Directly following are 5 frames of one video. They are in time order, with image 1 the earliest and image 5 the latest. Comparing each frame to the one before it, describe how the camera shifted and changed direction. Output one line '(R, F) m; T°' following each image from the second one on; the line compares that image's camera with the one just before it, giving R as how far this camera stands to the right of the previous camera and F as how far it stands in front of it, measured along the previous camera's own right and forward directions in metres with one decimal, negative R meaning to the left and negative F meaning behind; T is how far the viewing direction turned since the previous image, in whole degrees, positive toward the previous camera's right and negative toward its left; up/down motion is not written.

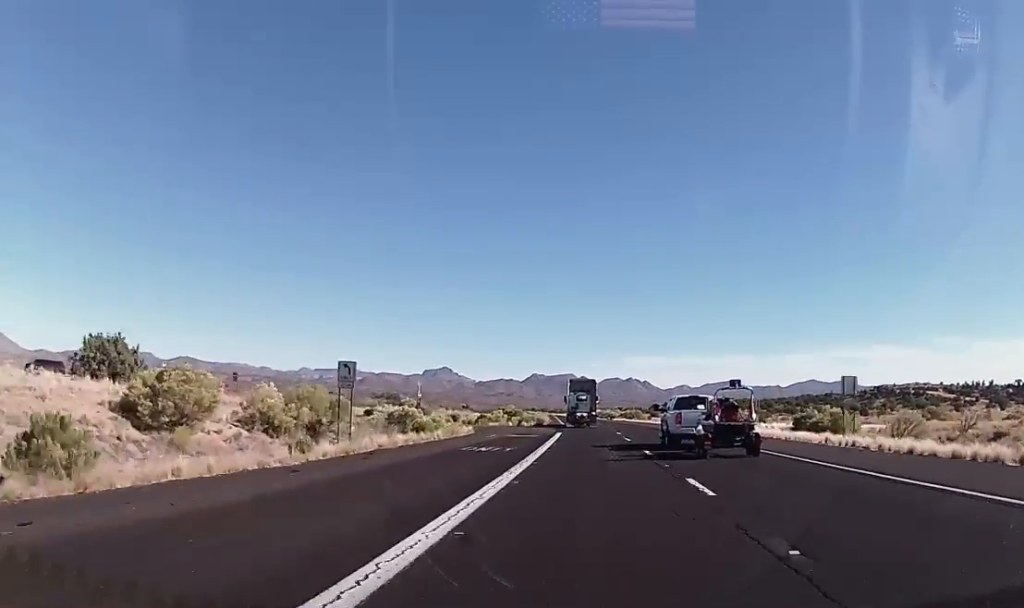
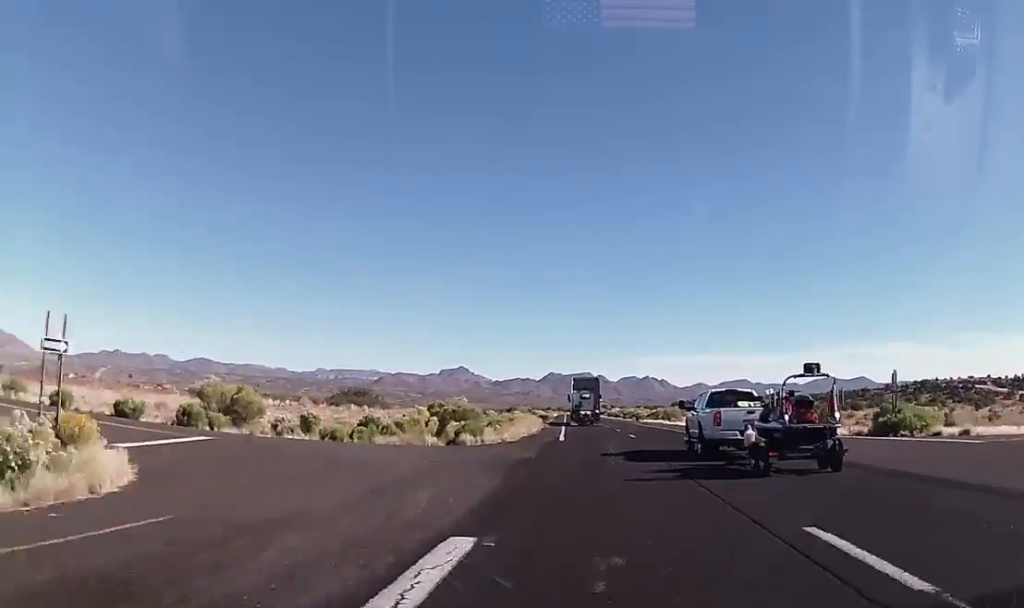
(-0.7, +42.9) m; -1°
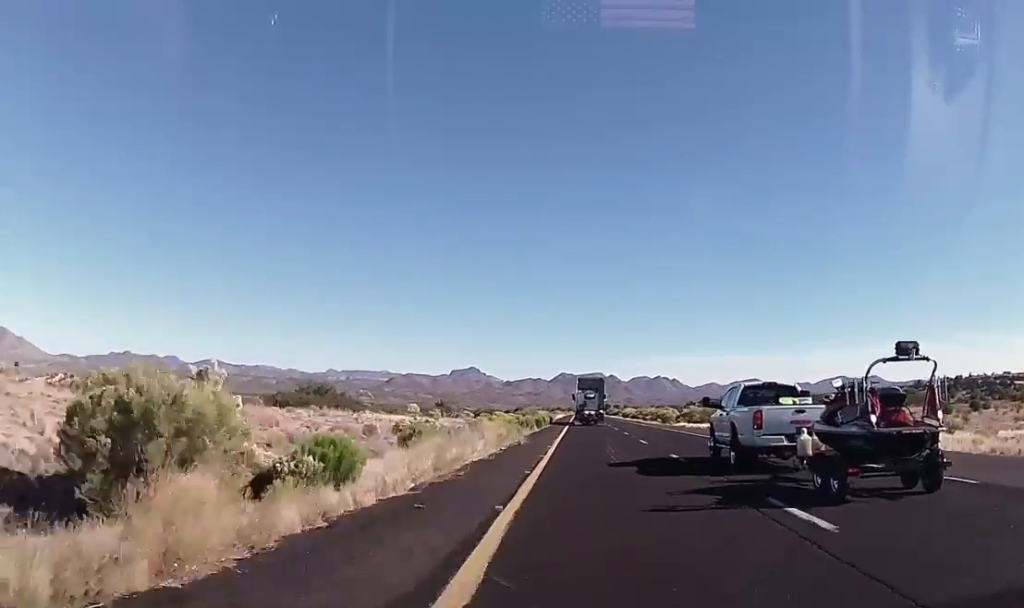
(0.0, +31.4) m; 0°
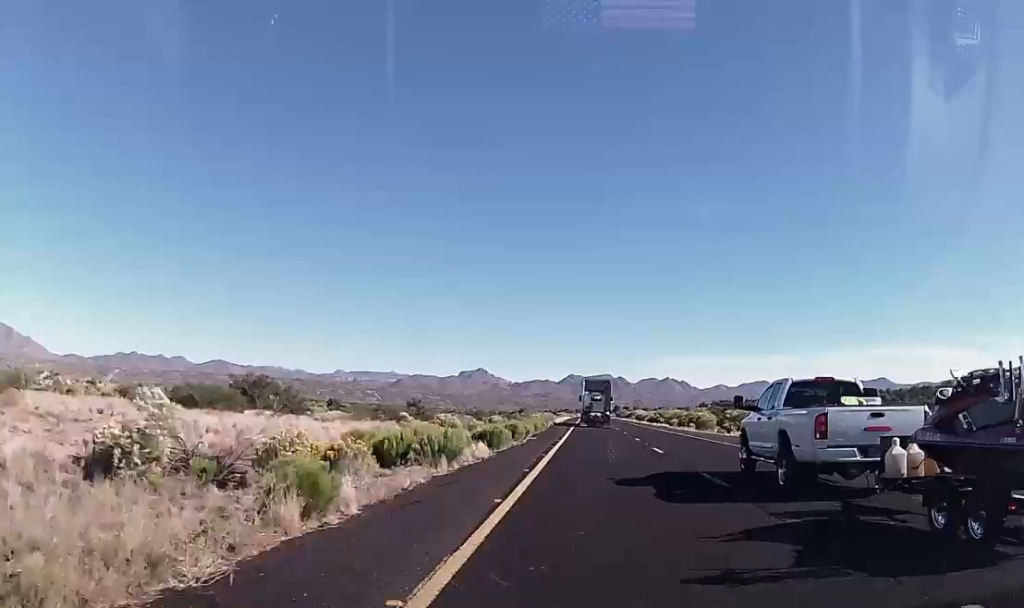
(0.0, +30.2) m; -1°
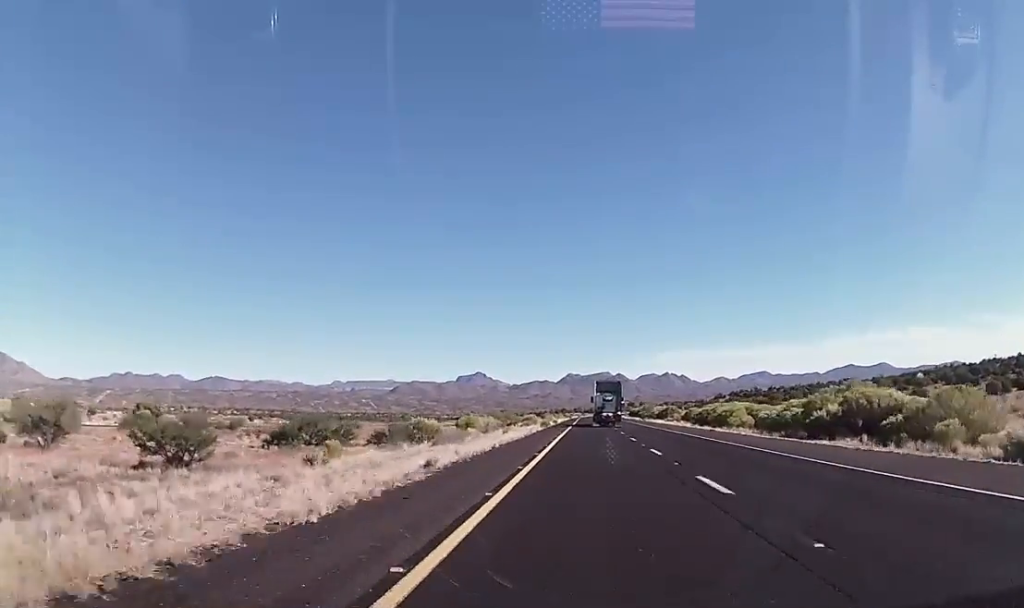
(-0.9, +108.5) m; 0°
